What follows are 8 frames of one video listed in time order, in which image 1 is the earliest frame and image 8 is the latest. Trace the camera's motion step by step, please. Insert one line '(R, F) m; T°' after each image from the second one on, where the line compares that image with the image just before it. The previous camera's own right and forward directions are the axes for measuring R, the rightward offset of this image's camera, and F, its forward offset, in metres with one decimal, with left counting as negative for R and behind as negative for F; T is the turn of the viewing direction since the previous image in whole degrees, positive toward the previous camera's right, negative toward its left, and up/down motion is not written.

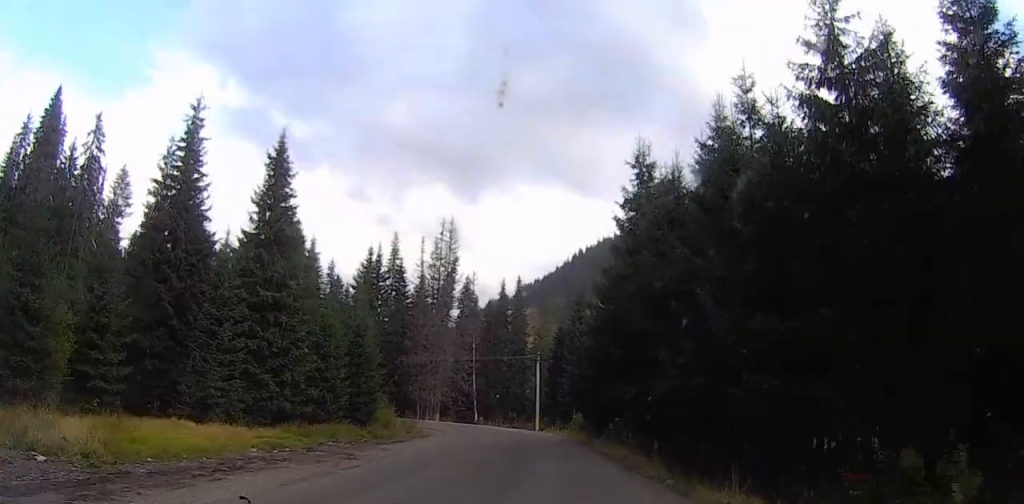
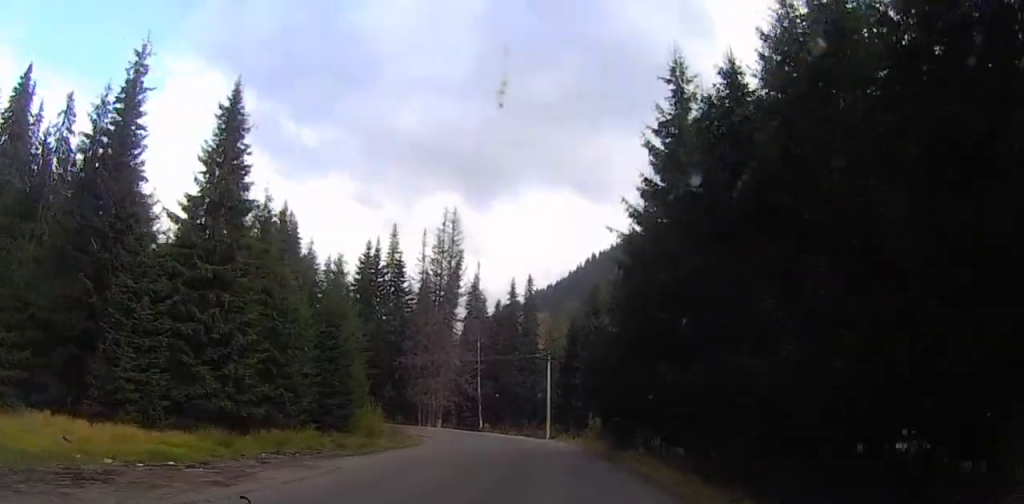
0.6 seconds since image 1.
(0.0, +9.0) m; 0°
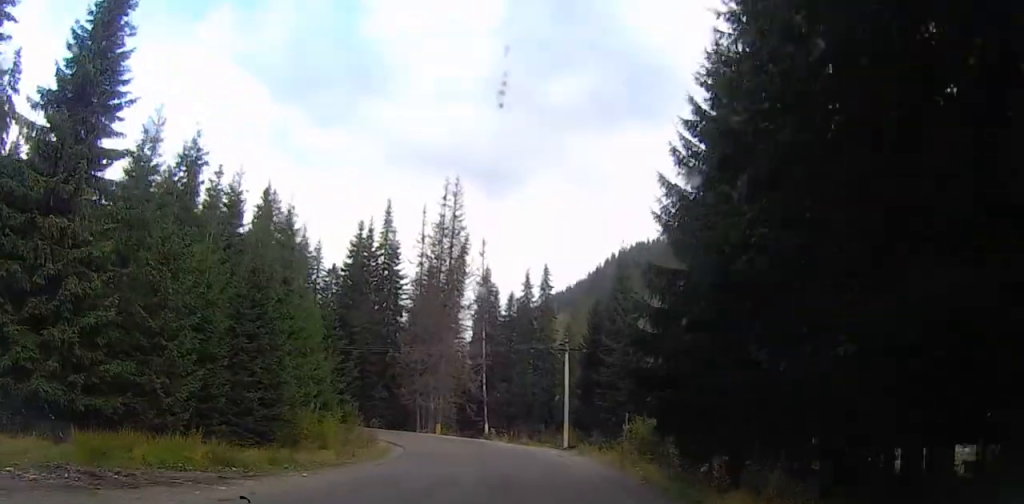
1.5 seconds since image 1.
(-0.1, +13.8) m; -2°
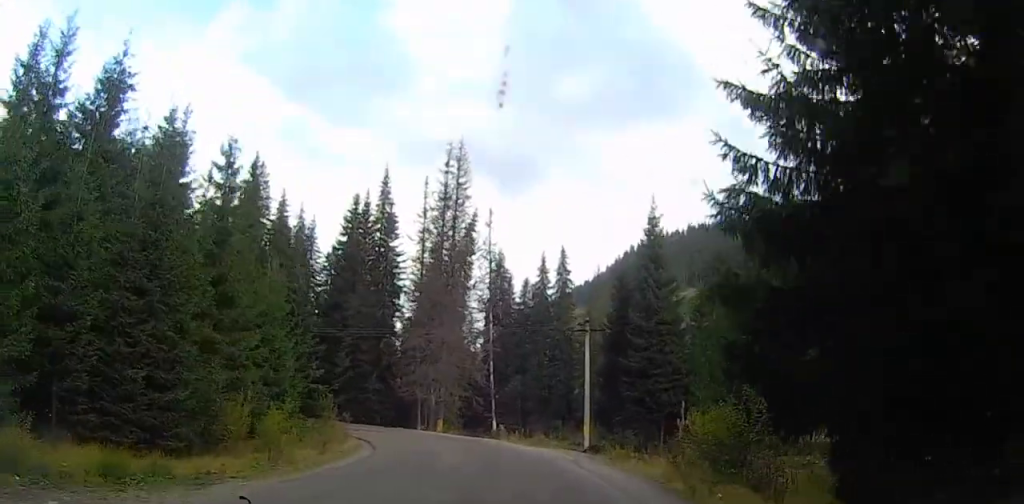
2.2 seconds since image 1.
(-0.2, +10.2) m; -2°
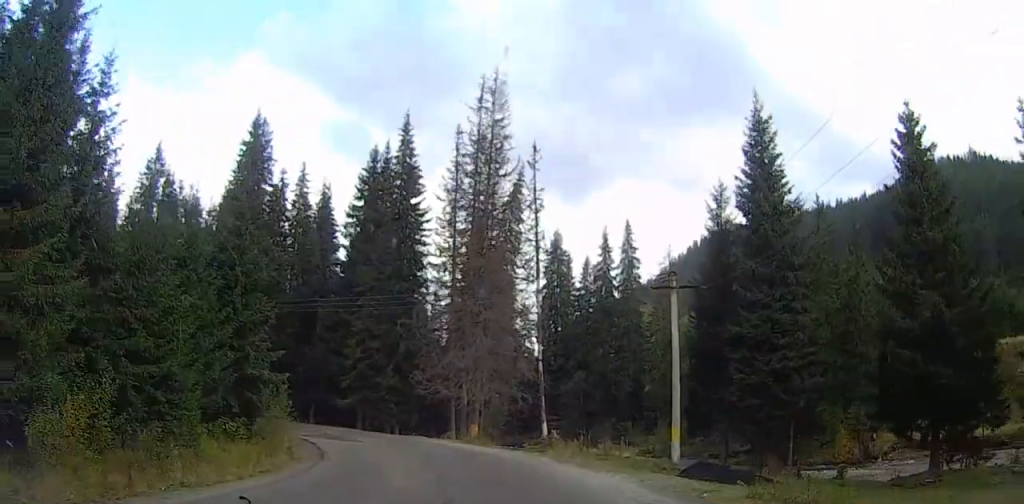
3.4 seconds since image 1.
(-0.5, +16.9) m; -7°
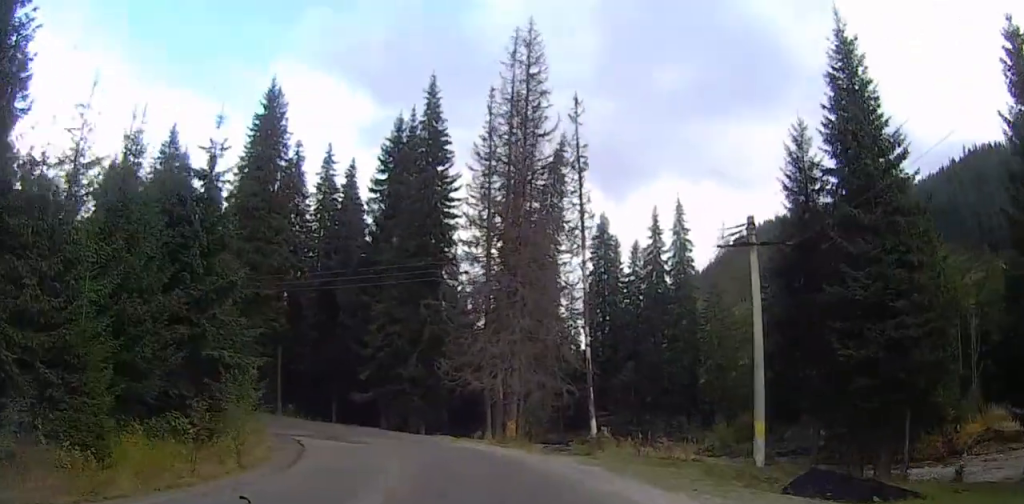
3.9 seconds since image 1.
(+0.2, +7.6) m; -6°
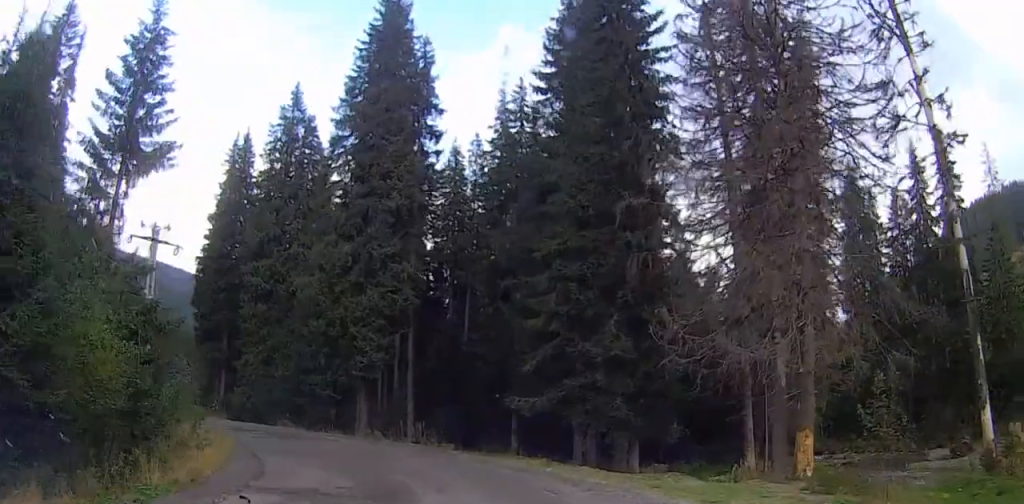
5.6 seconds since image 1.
(-5.4, +22.5) m; -19°
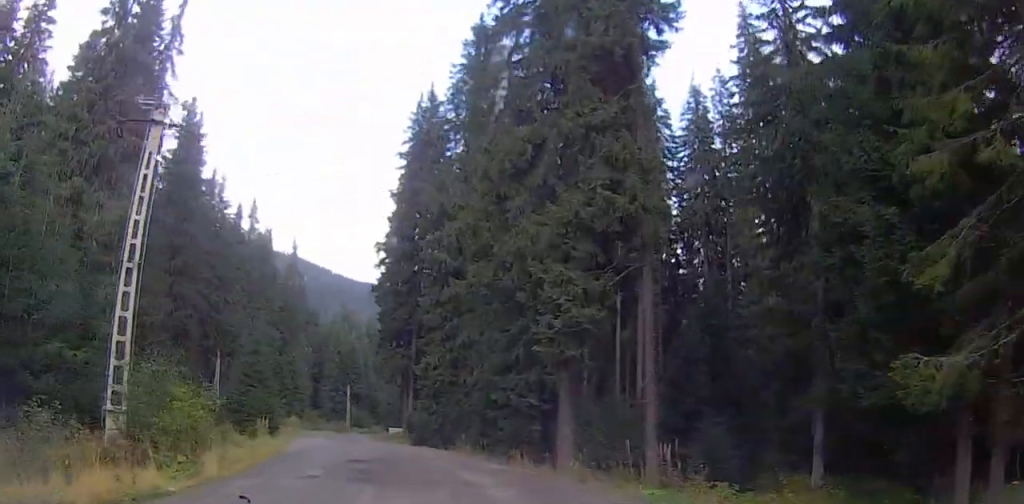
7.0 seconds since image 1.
(-1.2, +19.2) m; -12°
